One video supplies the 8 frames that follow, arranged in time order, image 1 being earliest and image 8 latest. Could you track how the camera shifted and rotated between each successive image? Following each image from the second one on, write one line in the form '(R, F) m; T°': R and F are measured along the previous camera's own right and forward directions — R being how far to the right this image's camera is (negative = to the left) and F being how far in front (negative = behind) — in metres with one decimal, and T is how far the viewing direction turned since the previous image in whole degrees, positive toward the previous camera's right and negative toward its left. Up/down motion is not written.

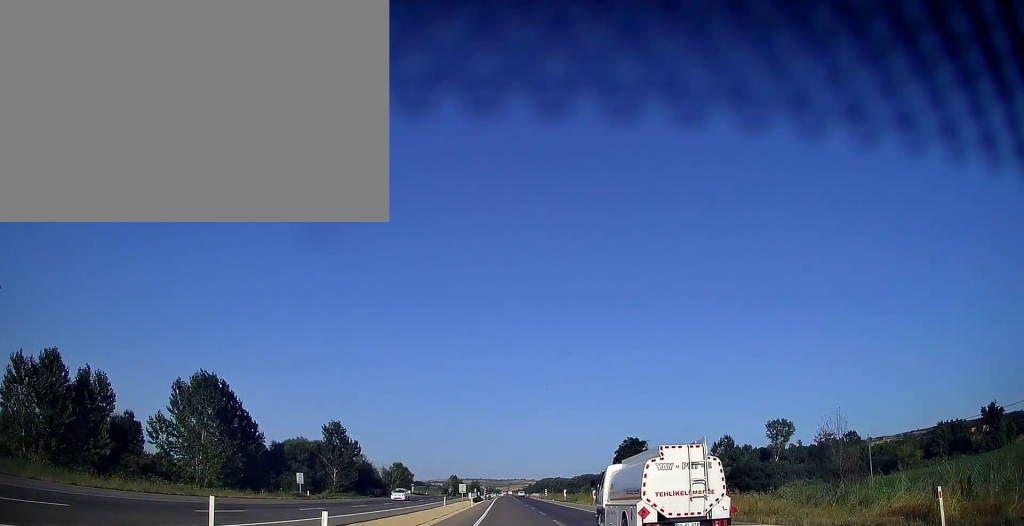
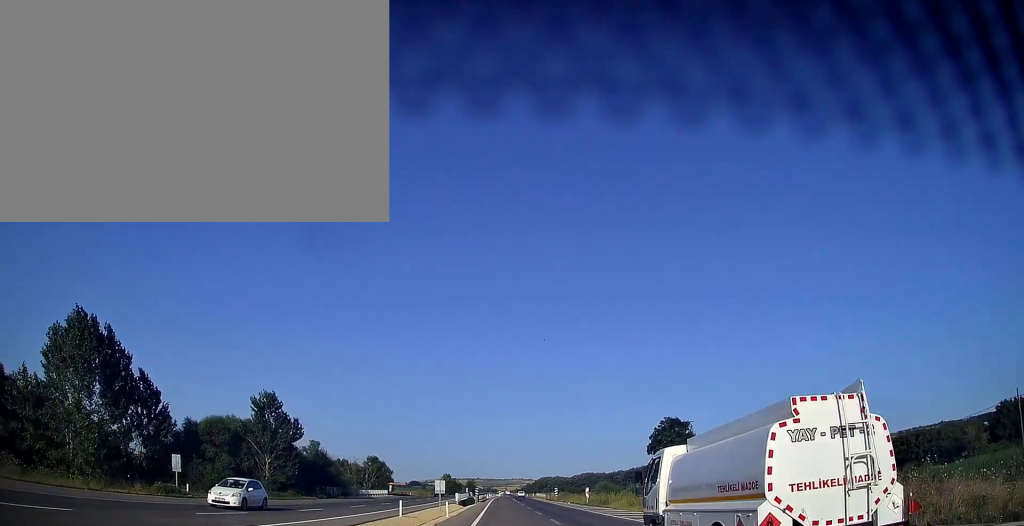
(0.0, +23.5) m; 0°
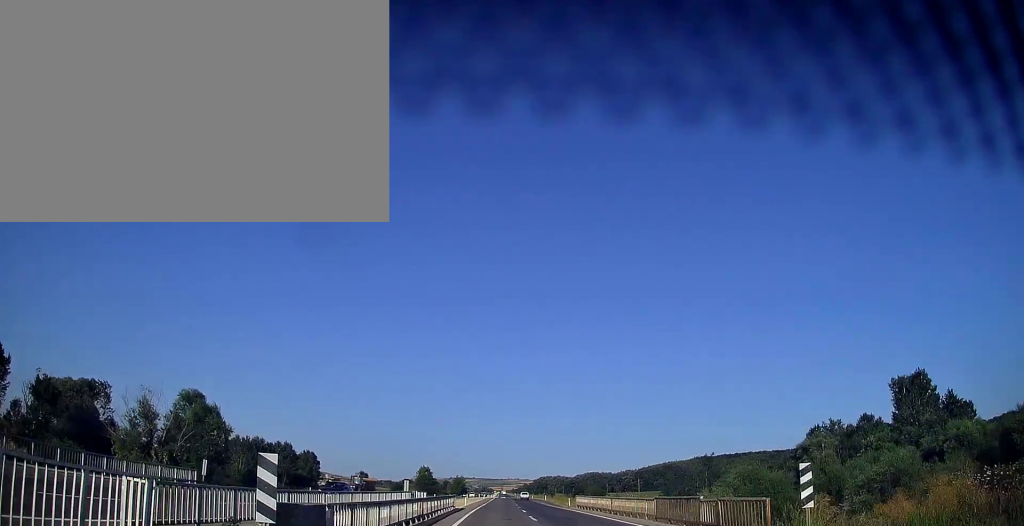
(+0.2, +66.6) m; 0°
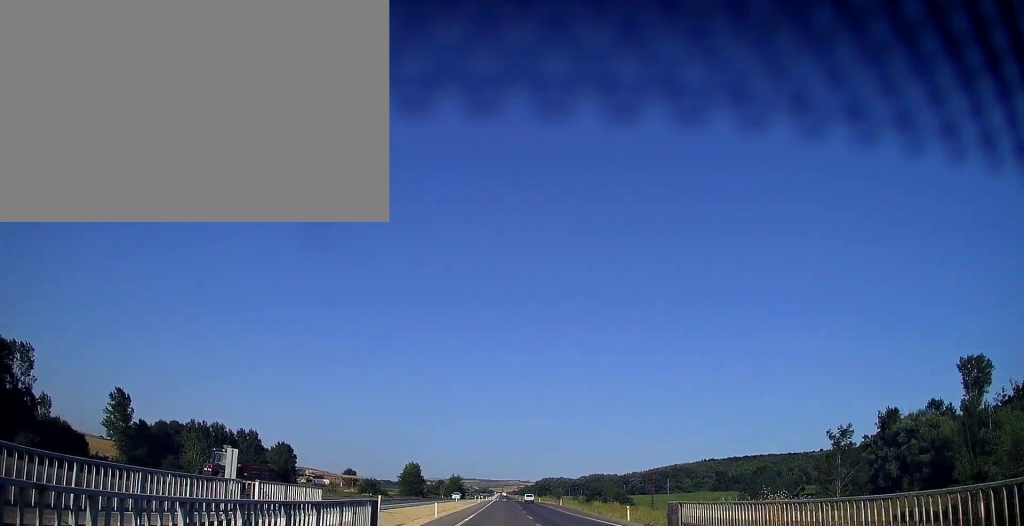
(+0.2, +30.4) m; 0°
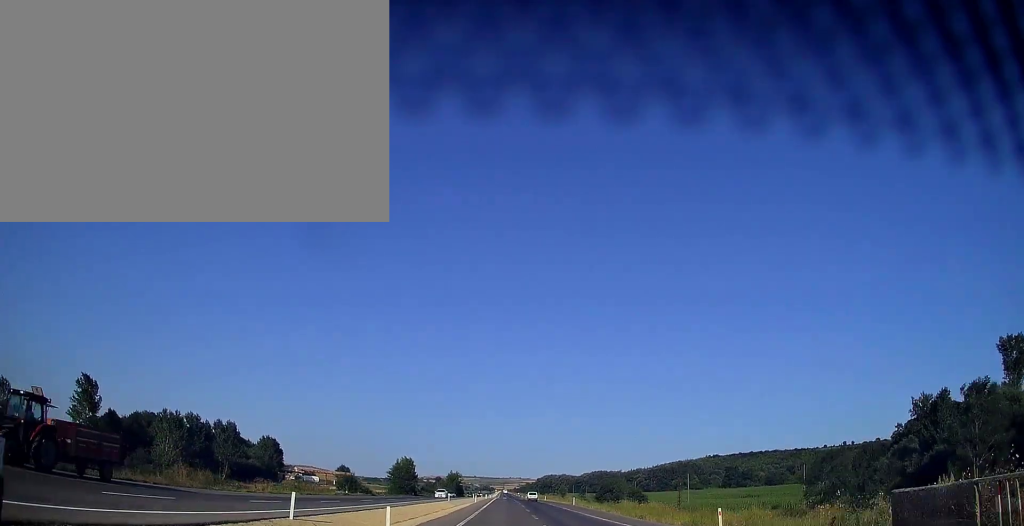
(0.0, +13.7) m; 0°
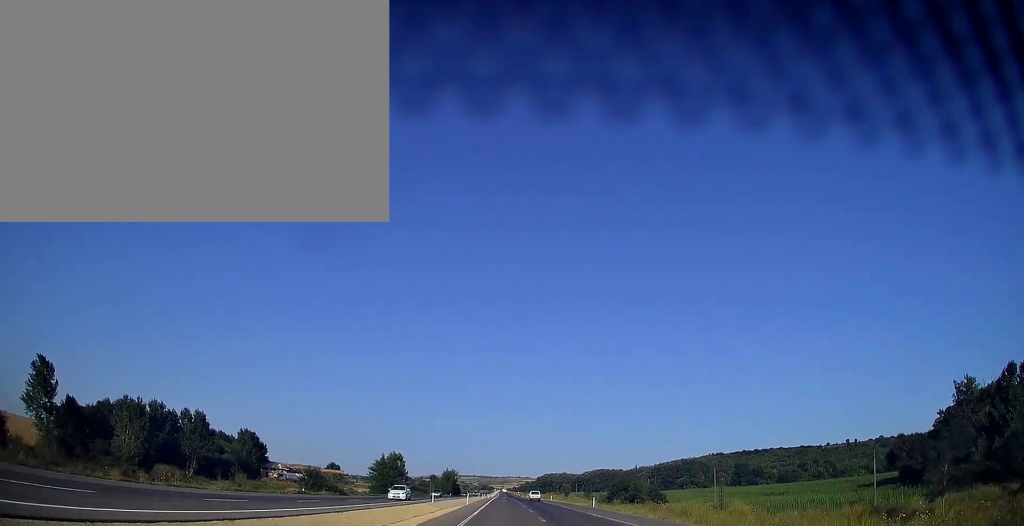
(0.0, +17.7) m; 0°
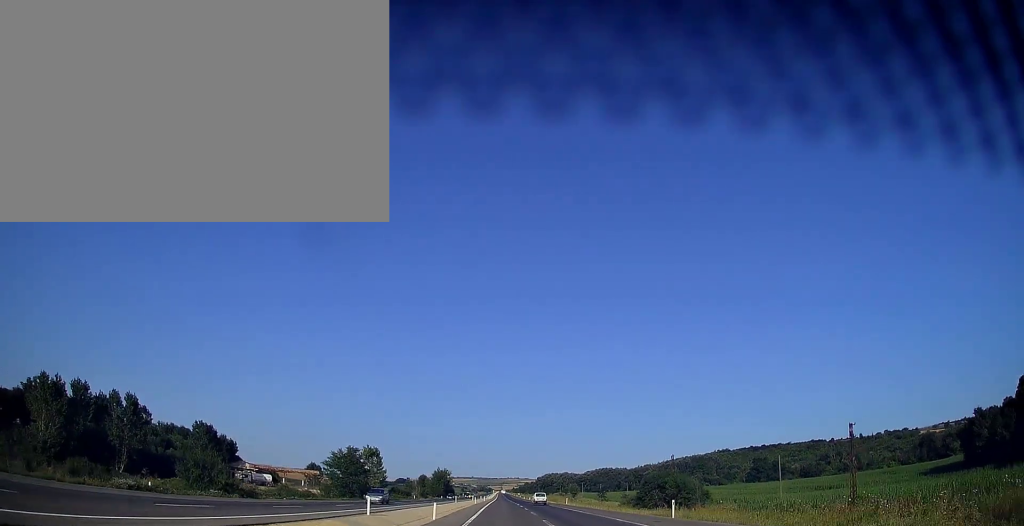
(0.0, +26.6) m; 0°
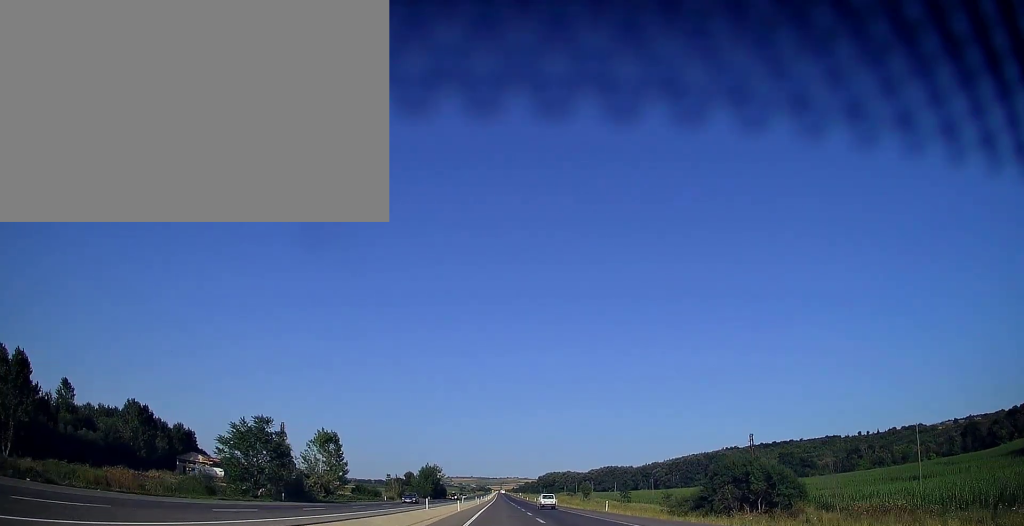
(-0.2, +32.5) m; 0°
